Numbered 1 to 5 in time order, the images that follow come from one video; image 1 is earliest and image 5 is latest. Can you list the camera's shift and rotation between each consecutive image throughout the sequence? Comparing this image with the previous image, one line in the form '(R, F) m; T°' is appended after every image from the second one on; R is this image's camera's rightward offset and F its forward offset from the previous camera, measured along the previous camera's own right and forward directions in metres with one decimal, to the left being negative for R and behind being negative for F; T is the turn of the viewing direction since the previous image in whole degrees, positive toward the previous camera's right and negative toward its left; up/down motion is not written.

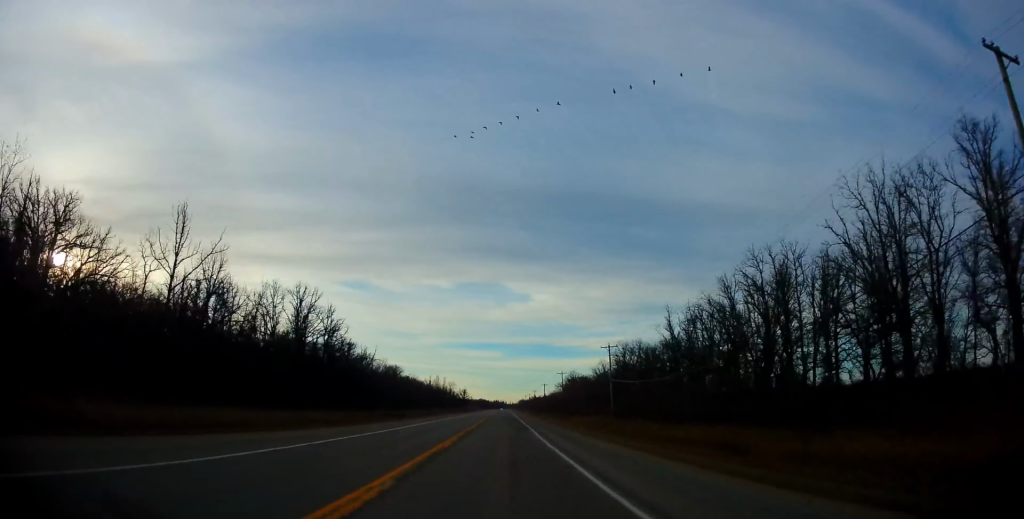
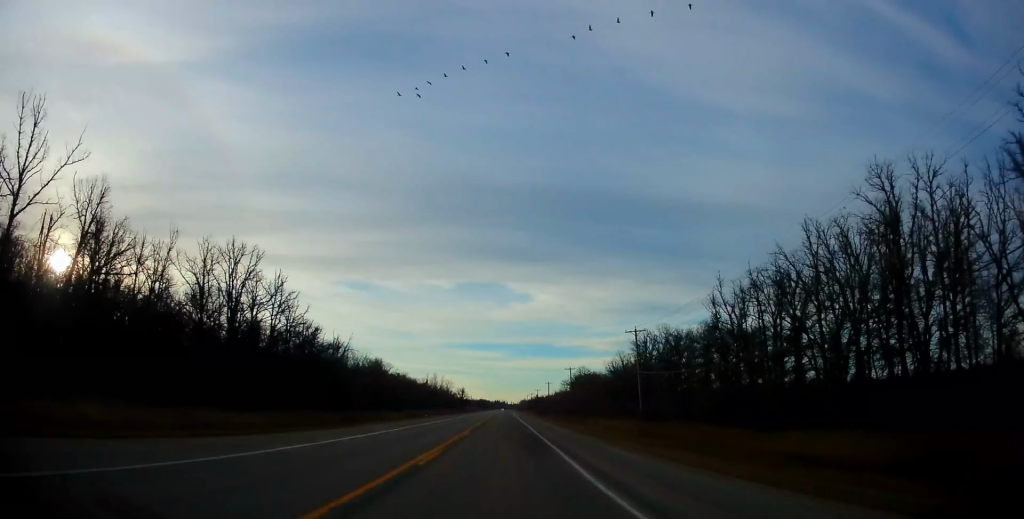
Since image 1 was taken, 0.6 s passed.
(+0.1, +16.5) m; 0°
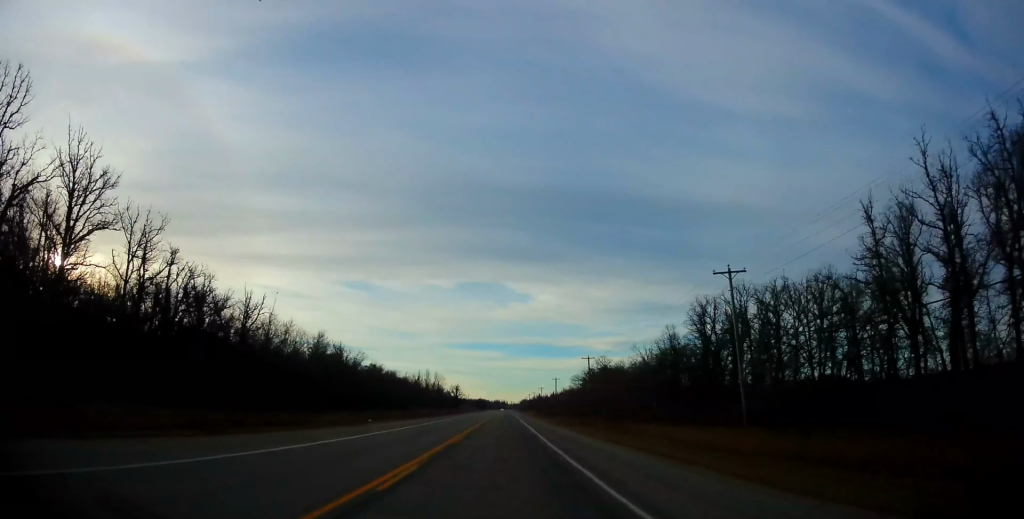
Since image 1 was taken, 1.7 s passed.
(-0.2, +28.6) m; 0°
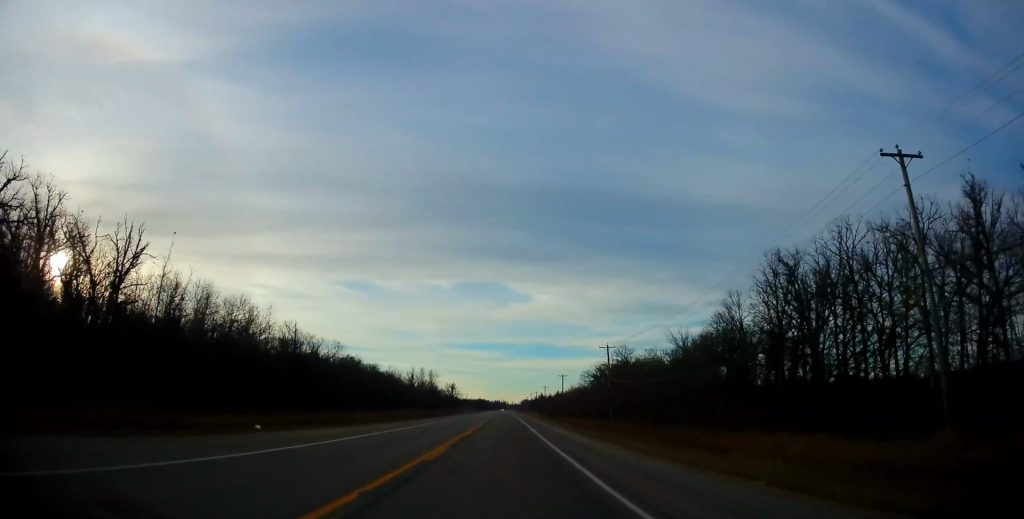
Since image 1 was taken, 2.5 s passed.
(0.0, +18.9) m; 0°
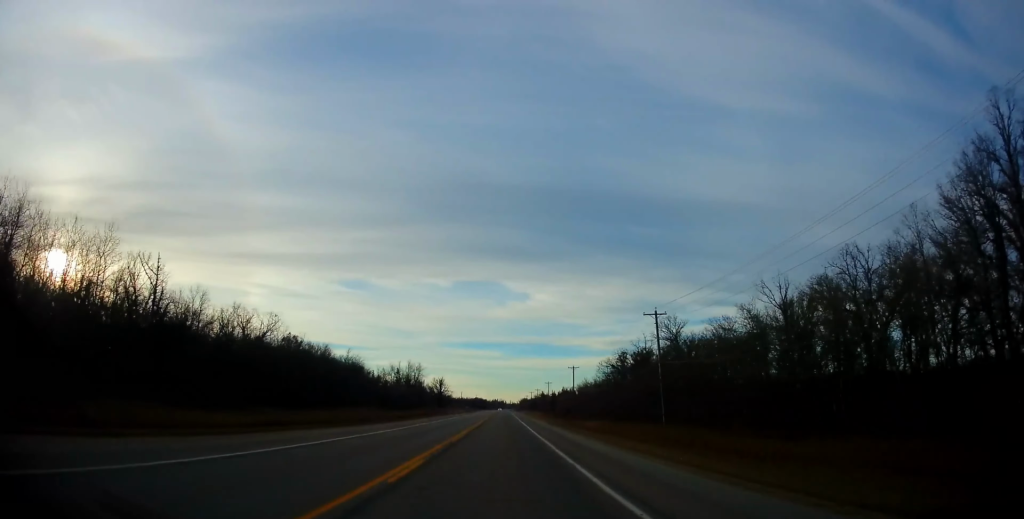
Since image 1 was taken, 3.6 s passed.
(+0.1, +28.4) m; 0°
